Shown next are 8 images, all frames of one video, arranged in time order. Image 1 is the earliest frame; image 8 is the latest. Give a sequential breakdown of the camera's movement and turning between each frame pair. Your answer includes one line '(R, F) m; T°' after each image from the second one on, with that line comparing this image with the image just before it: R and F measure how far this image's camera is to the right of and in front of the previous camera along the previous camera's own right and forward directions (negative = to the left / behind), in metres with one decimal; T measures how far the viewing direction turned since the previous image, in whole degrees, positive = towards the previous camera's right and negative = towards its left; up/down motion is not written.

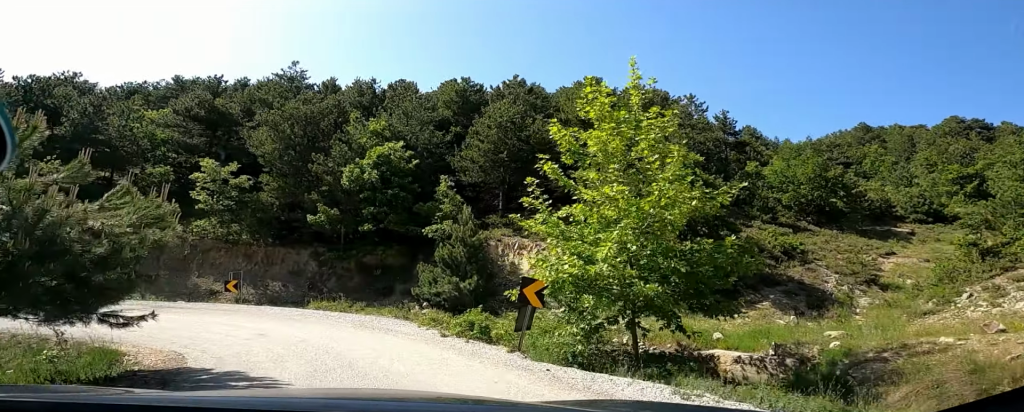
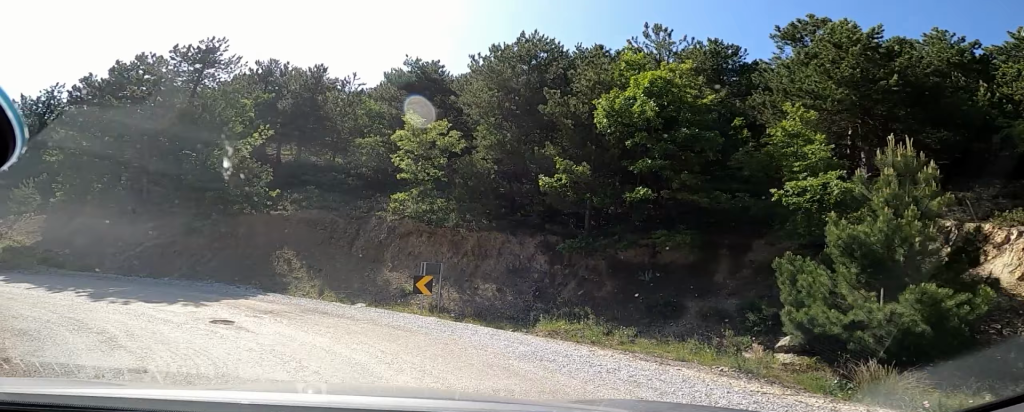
(-1.0, +18.2) m; 0°
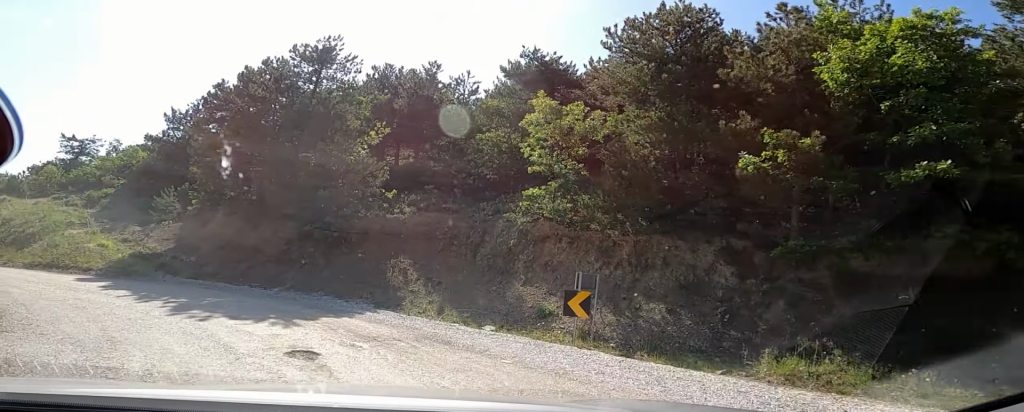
(+0.7, +7.0) m; +3°
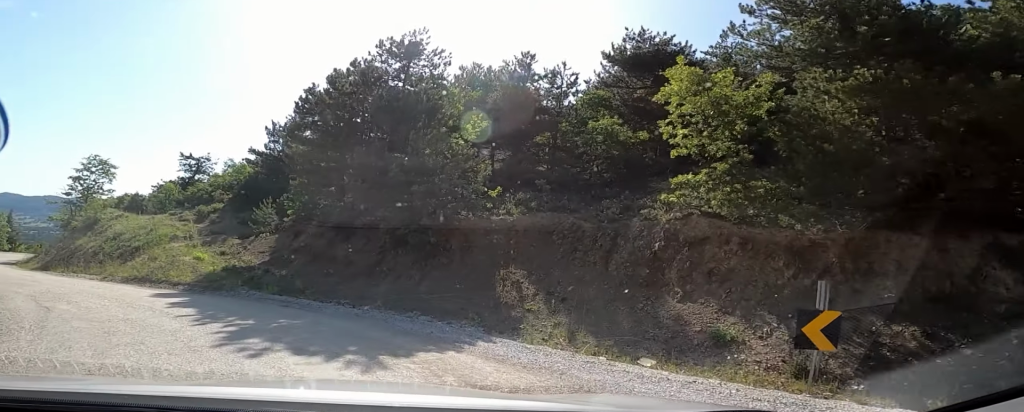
(+0.3, +6.2) m; +3°
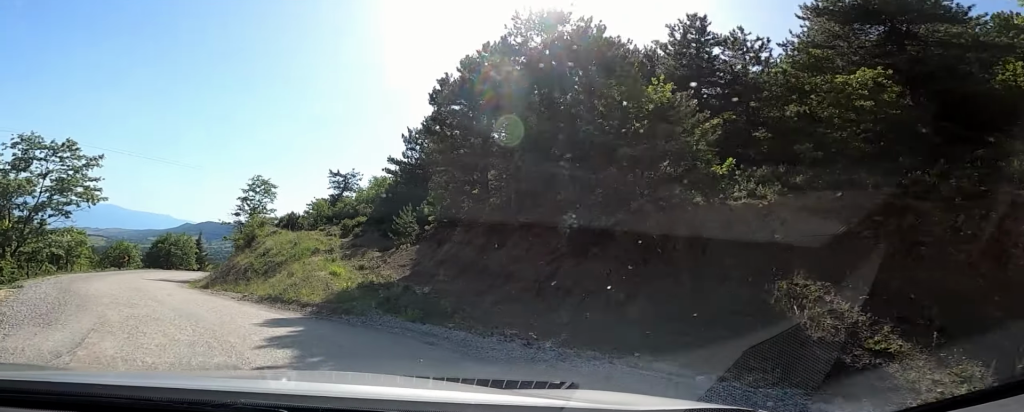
(0.0, +9.2) m; +2°
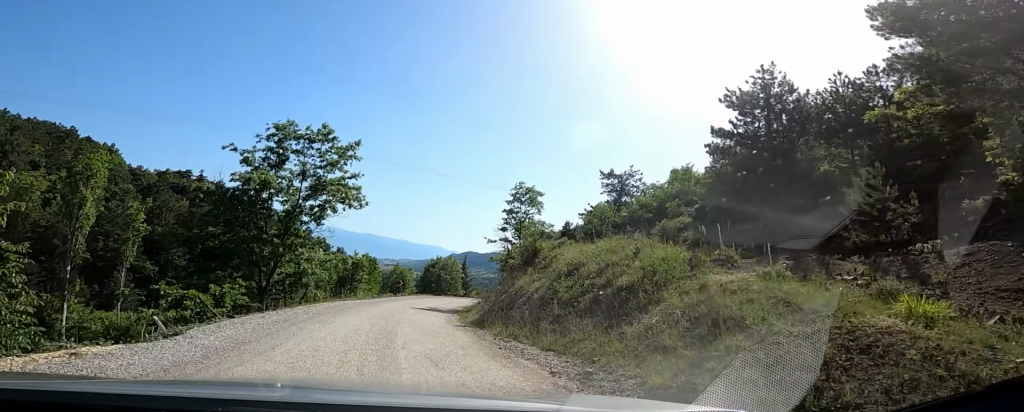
(+0.3, +21.7) m; 0°
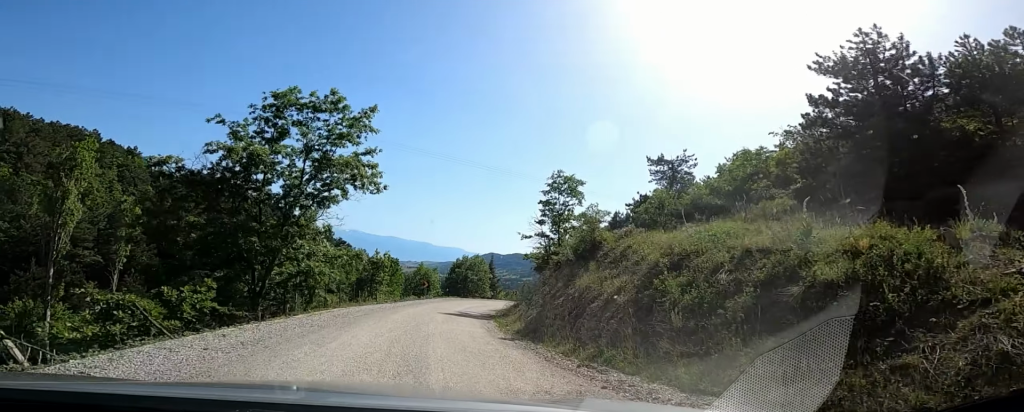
(-0.2, +6.9) m; 0°
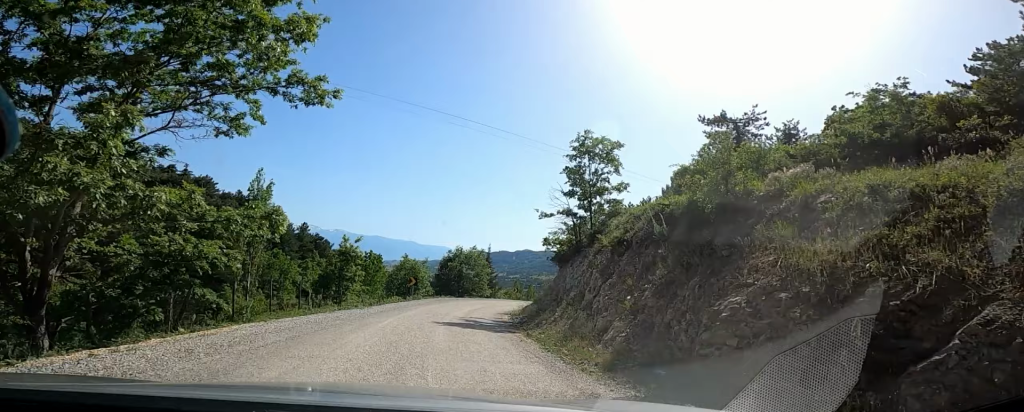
(+0.4, +12.9) m; 0°
